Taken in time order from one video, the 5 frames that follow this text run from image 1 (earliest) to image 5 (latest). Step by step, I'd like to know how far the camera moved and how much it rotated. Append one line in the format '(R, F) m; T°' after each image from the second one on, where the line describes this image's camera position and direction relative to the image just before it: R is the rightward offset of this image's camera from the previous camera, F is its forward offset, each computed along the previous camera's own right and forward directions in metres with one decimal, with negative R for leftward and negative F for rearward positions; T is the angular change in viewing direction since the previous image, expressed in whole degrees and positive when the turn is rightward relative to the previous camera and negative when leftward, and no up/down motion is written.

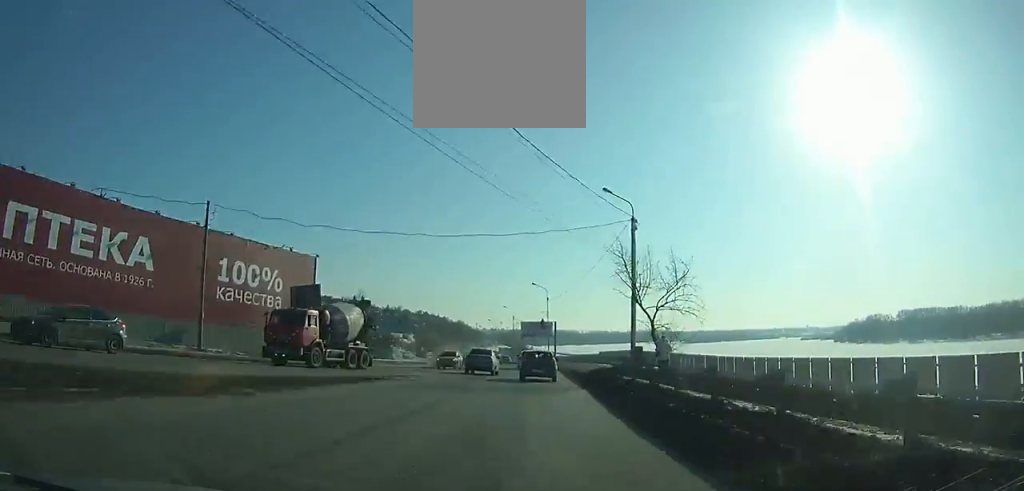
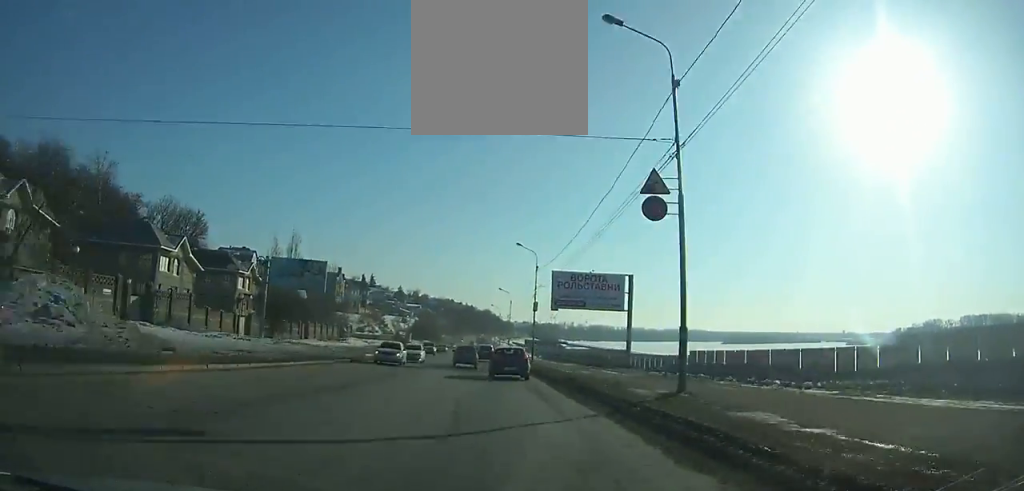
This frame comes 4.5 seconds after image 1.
(-2.0, +64.4) m; -5°
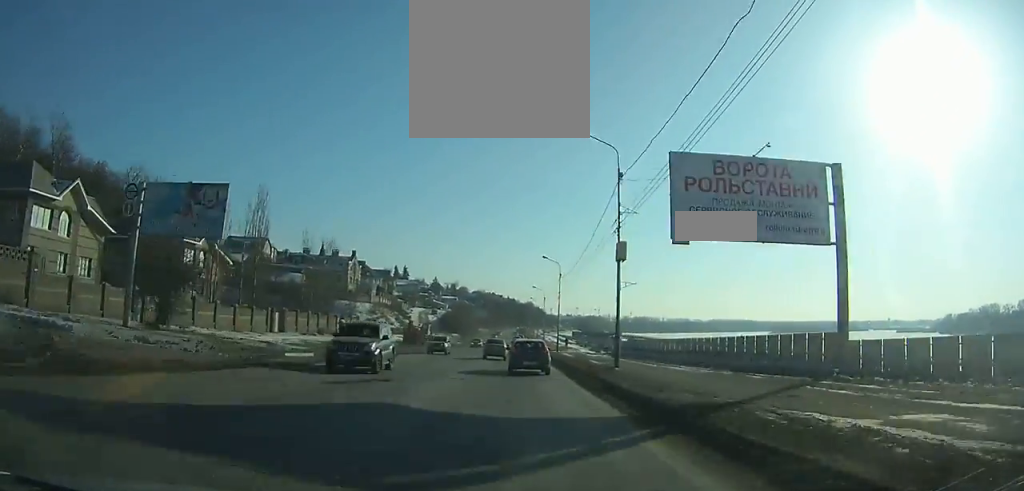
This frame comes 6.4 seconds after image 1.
(-0.7, +28.4) m; -2°
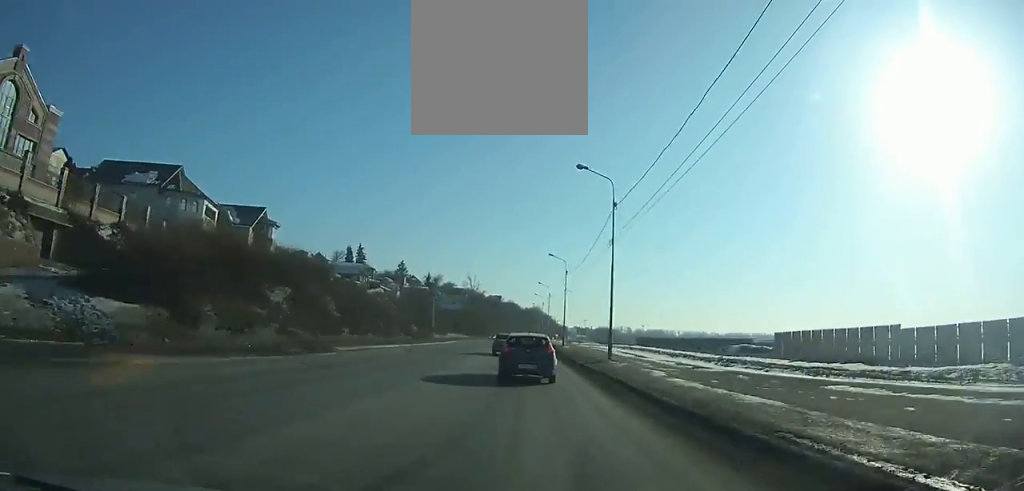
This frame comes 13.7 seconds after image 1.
(-1.9, +111.3) m; 0°
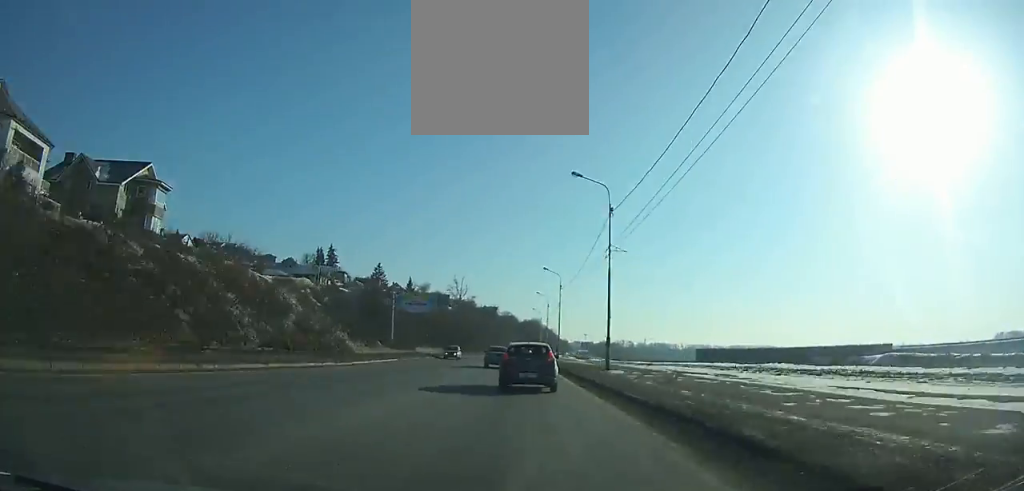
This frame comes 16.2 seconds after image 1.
(+0.1, +37.2) m; 0°
